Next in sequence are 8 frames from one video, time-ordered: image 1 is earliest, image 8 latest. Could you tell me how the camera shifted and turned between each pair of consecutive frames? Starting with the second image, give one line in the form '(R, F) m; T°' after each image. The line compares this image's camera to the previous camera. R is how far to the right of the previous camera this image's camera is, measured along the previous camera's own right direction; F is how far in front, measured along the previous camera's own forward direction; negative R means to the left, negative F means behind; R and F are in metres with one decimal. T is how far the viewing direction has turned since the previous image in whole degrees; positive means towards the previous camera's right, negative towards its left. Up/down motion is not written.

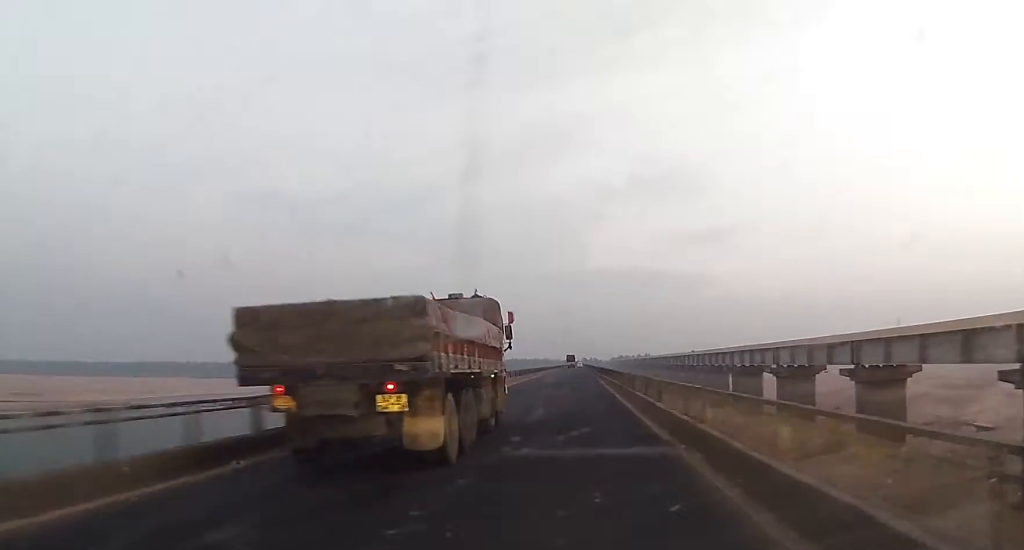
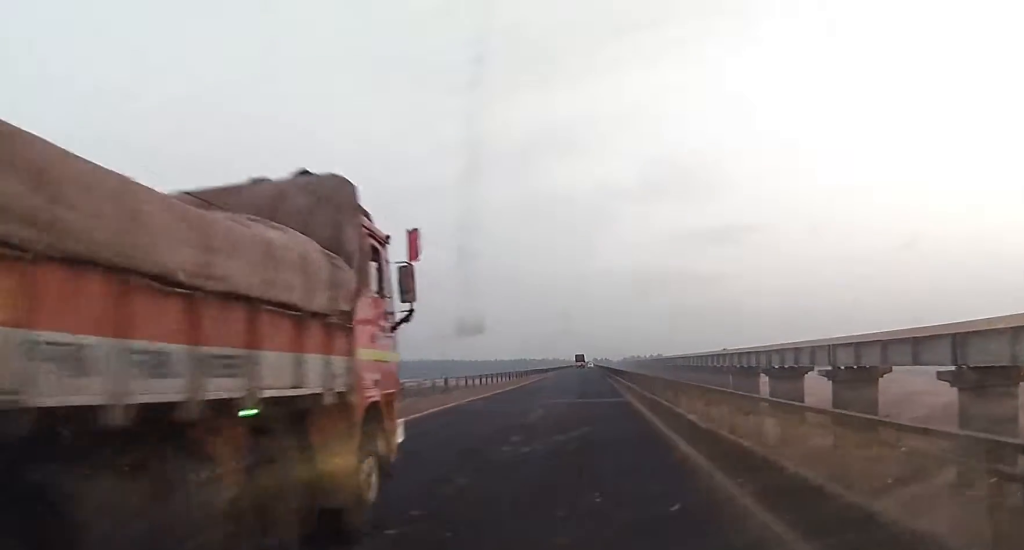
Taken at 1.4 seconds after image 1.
(+0.1, +32.3) m; 0°
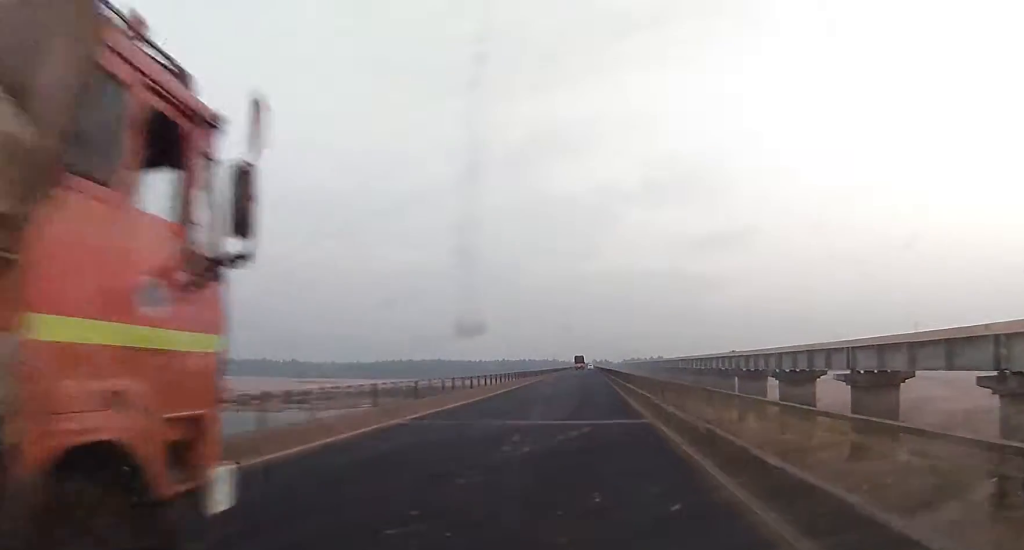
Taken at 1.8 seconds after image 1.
(-0.1, +10.2) m; 0°
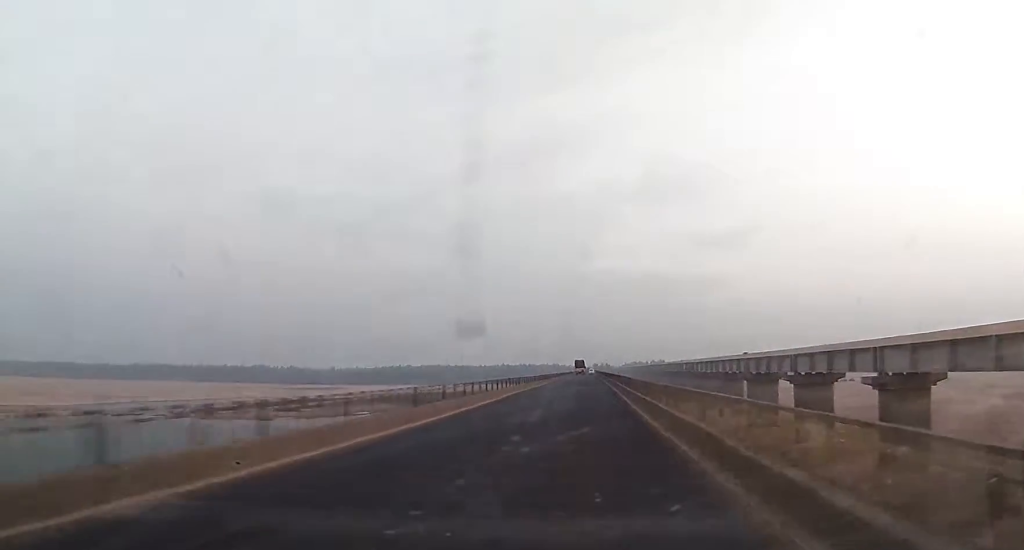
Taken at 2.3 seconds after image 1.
(+0.2, +11.8) m; 0°
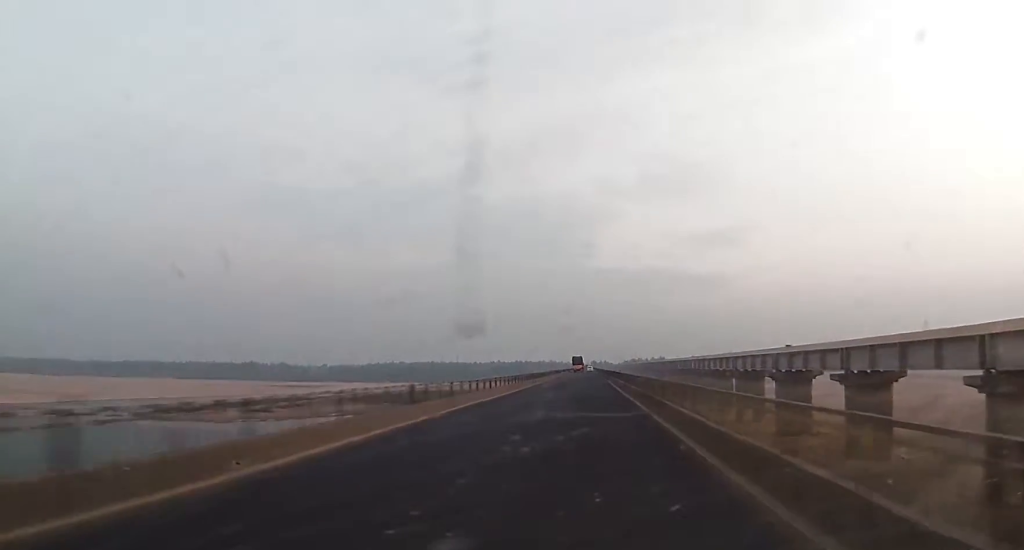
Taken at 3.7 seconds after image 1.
(-0.5, +32.4) m; -1°
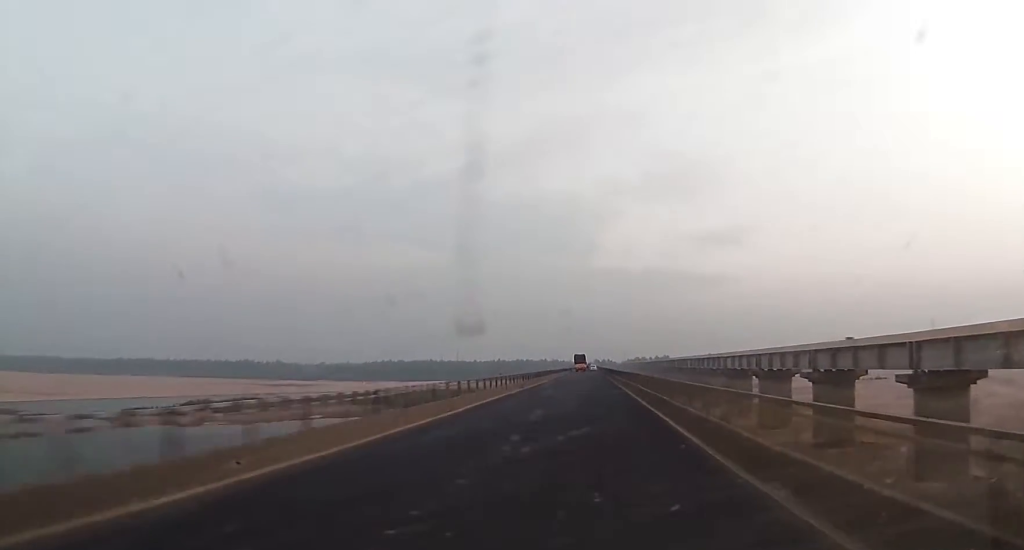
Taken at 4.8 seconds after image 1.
(+0.6, +26.9) m; +1°
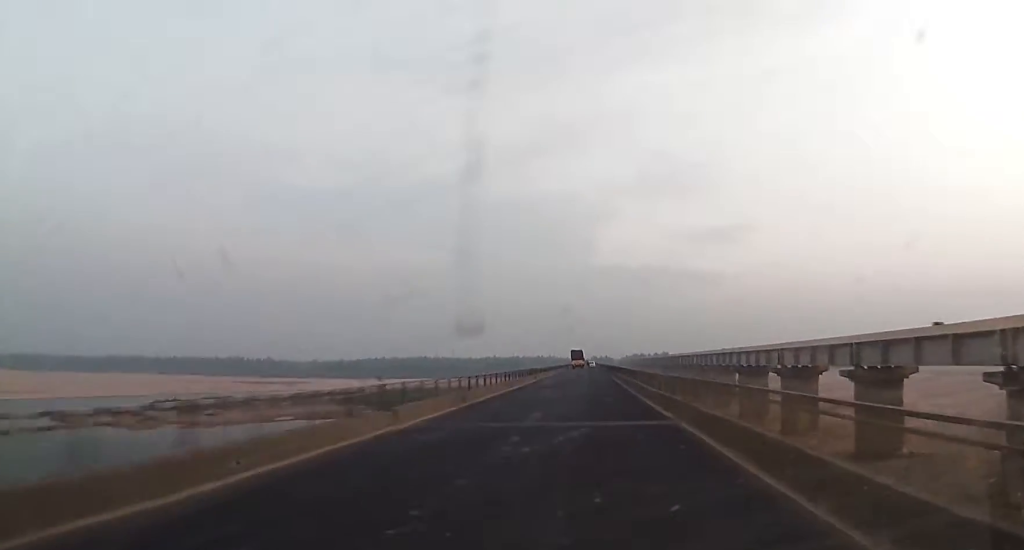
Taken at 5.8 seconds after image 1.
(-0.3, +25.2) m; -1°
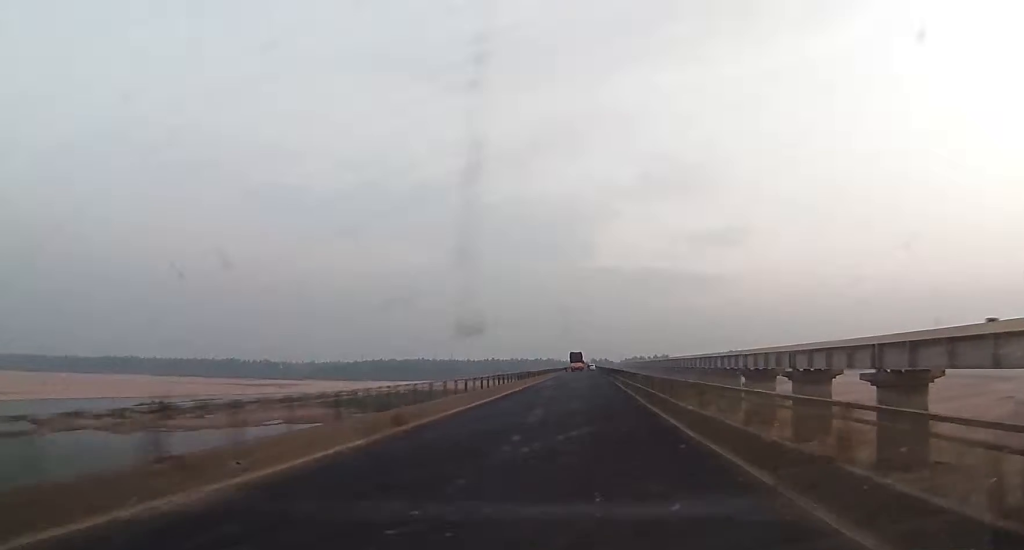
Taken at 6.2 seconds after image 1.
(0.0, +10.2) m; 0°
